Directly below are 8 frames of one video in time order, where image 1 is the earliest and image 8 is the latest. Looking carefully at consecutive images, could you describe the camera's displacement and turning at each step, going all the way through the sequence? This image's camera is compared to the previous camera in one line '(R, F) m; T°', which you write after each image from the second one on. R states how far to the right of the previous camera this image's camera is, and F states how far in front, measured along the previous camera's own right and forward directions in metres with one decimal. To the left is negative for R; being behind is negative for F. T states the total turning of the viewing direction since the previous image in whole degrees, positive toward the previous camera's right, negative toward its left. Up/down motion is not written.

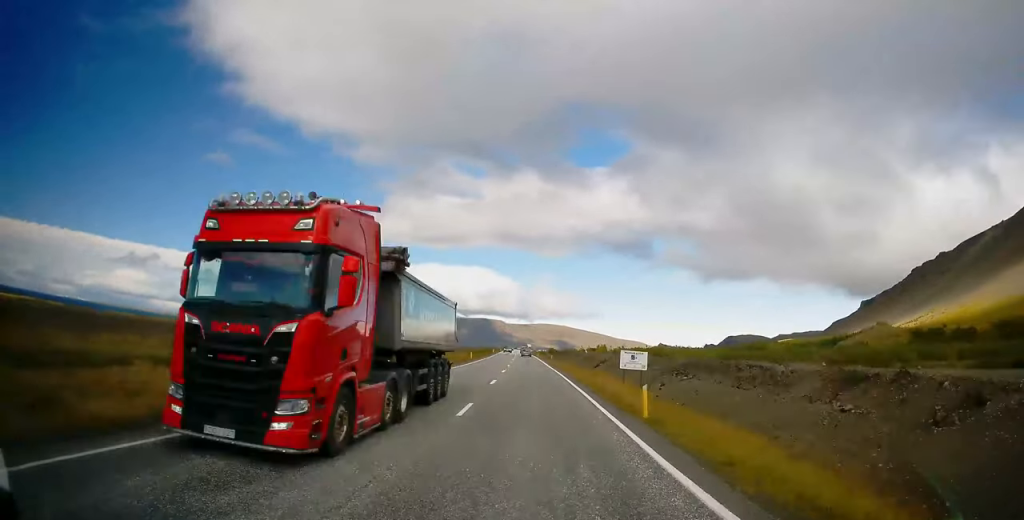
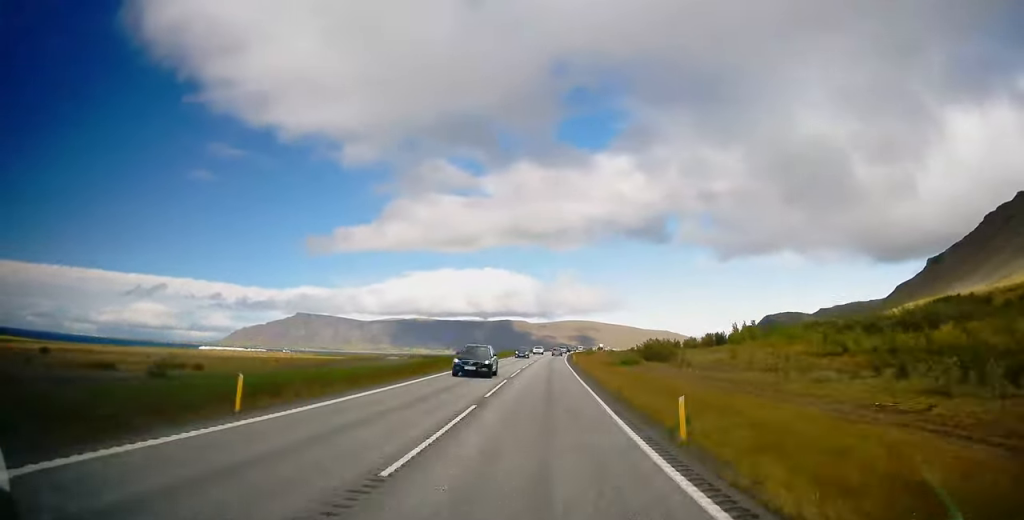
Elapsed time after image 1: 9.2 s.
(-5.1, +207.5) m; -1°
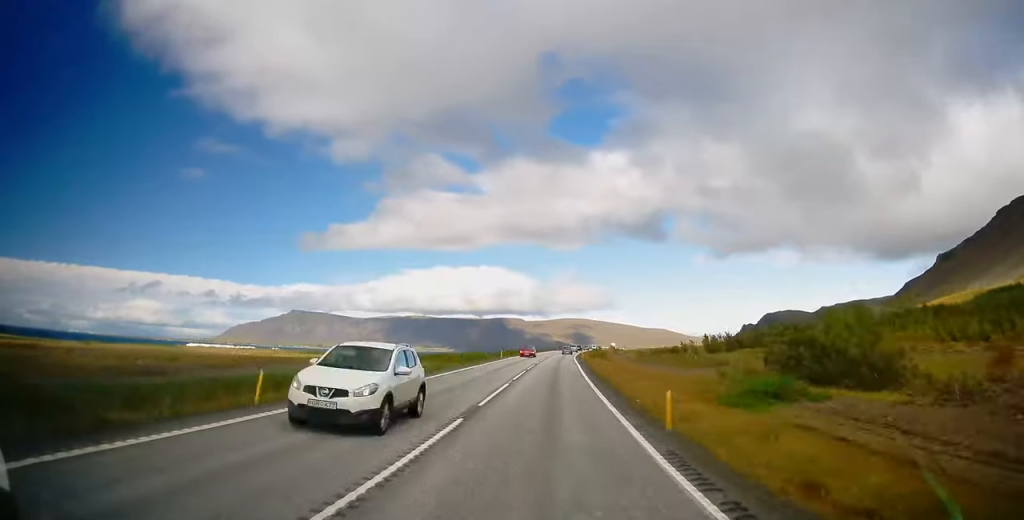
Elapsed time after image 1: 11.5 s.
(+0.5, +52.0) m; +1°
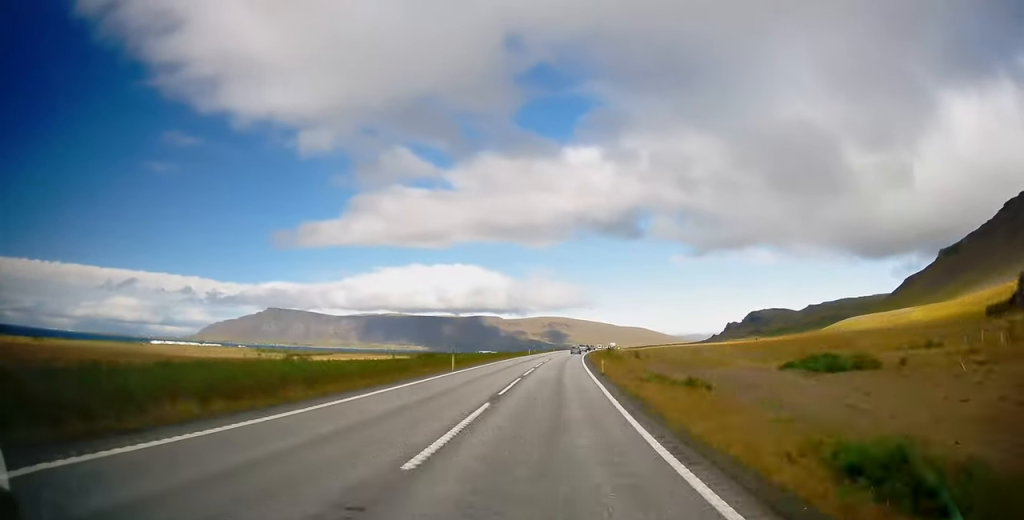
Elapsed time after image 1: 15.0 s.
(+1.4, +79.7) m; +3°
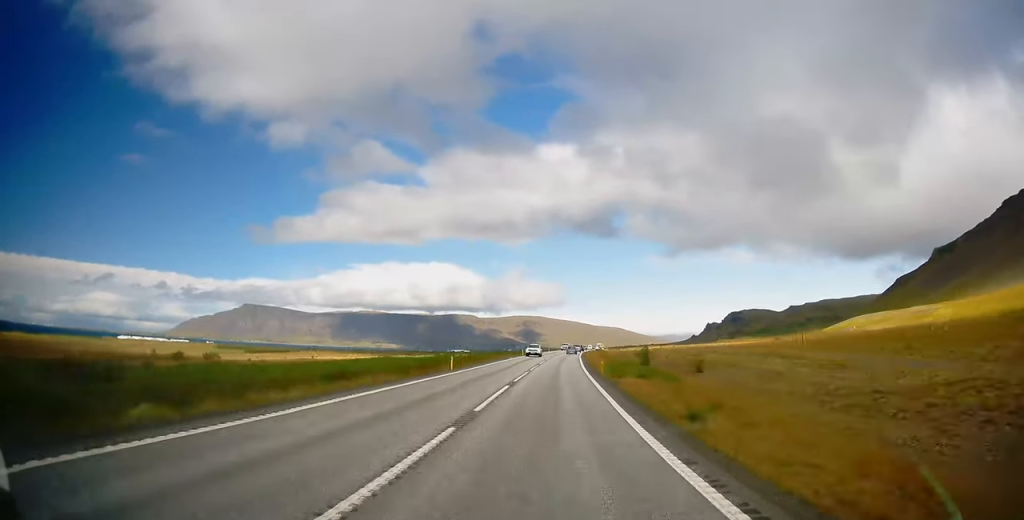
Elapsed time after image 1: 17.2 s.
(+0.8, +52.1) m; +2°
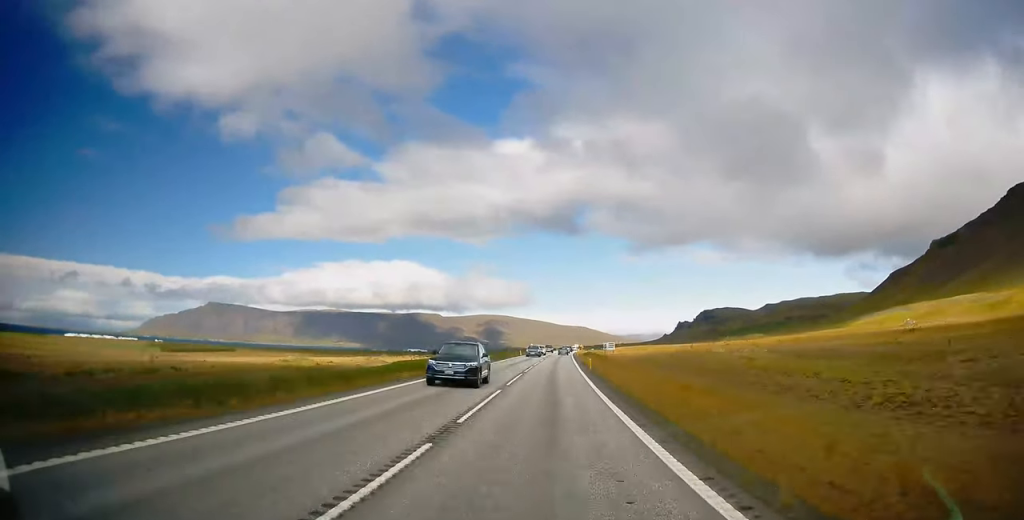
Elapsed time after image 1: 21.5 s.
(+2.7, +97.3) m; +3°
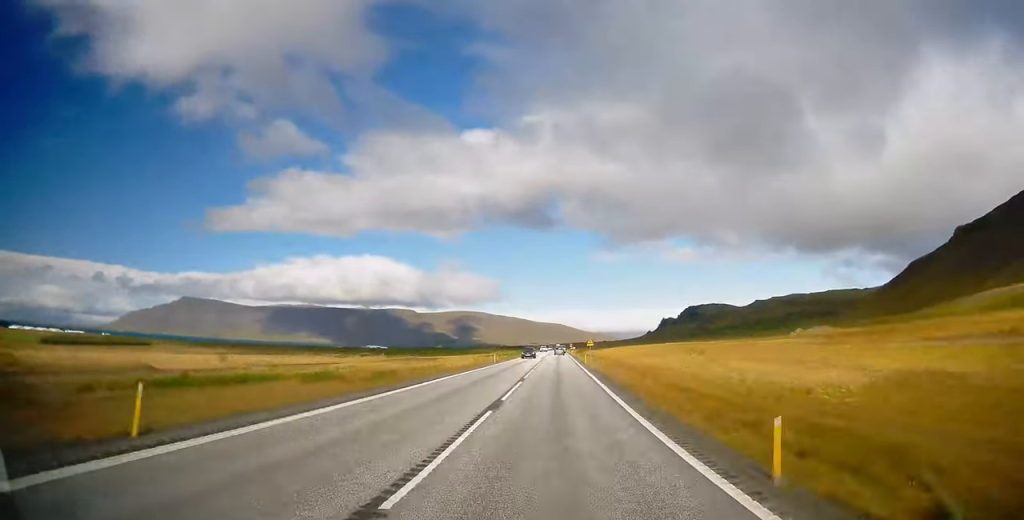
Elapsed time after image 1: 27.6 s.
(+3.3, +138.0) m; +2°
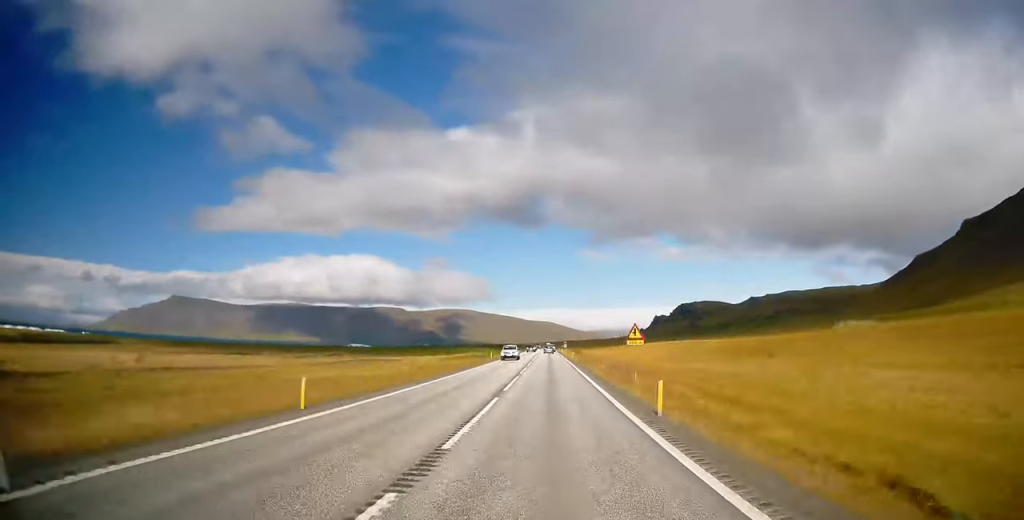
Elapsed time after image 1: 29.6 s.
(+0.3, +44.7) m; 0°
